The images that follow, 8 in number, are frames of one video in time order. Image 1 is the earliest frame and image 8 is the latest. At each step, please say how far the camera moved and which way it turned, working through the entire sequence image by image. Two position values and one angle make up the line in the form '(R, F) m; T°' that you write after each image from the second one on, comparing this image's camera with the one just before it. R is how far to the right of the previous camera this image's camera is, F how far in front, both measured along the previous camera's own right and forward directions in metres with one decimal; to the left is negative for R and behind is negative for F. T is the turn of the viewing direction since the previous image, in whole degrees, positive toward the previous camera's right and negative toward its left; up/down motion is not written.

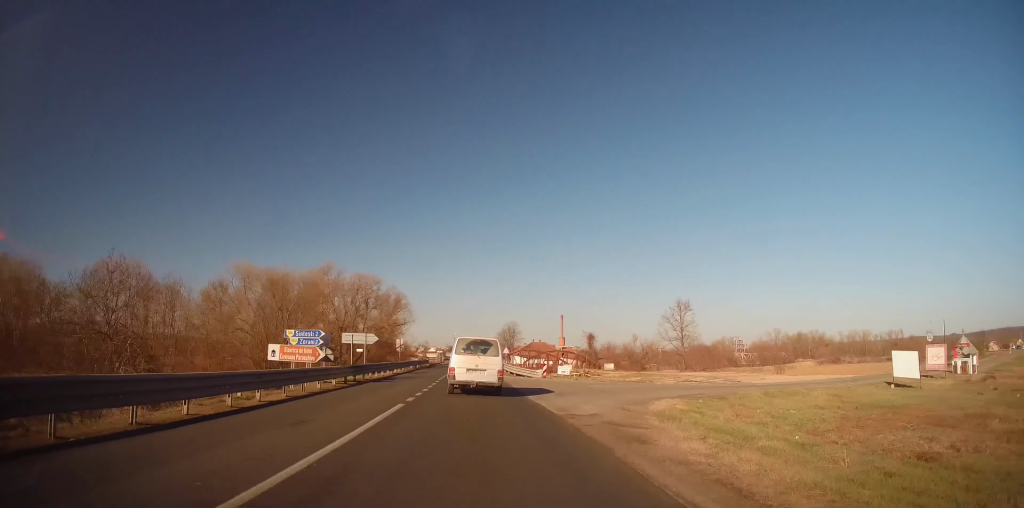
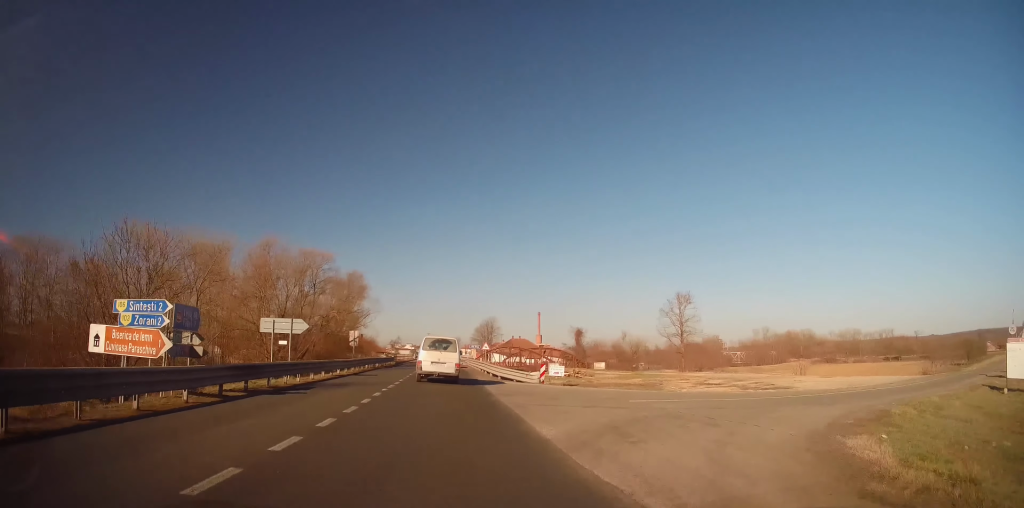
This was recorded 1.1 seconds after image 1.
(+0.1, +11.6) m; 0°
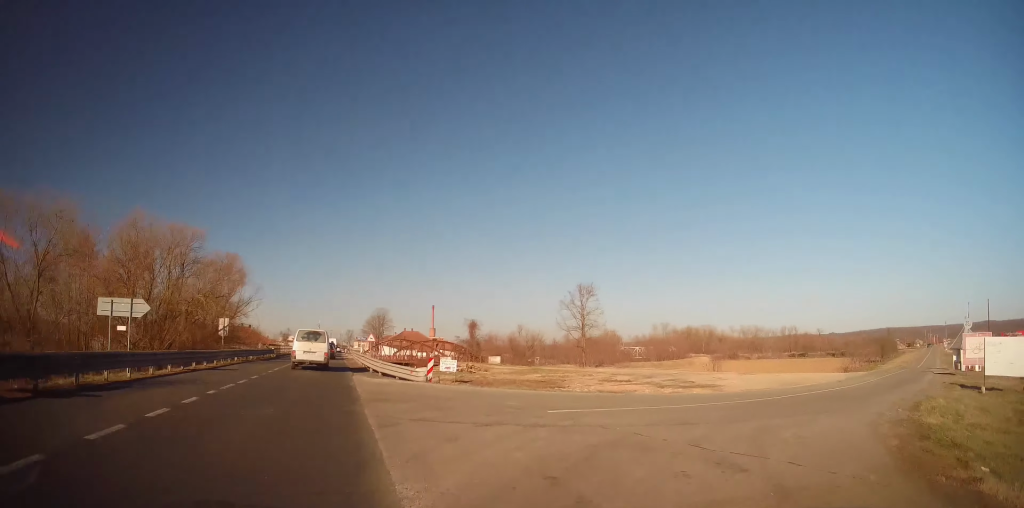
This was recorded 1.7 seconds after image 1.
(-0.4, +5.6) m; +6°
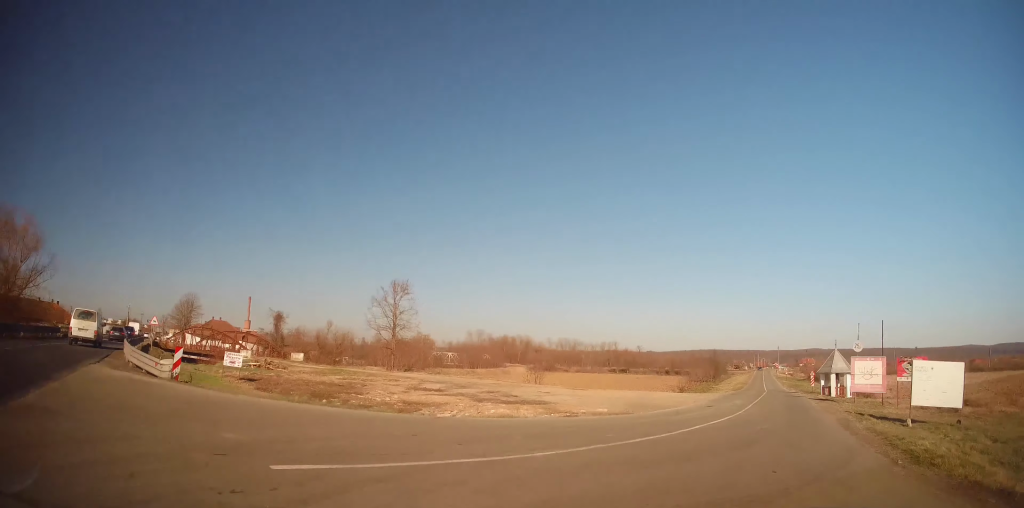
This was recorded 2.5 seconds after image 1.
(+0.8, +6.4) m; +15°
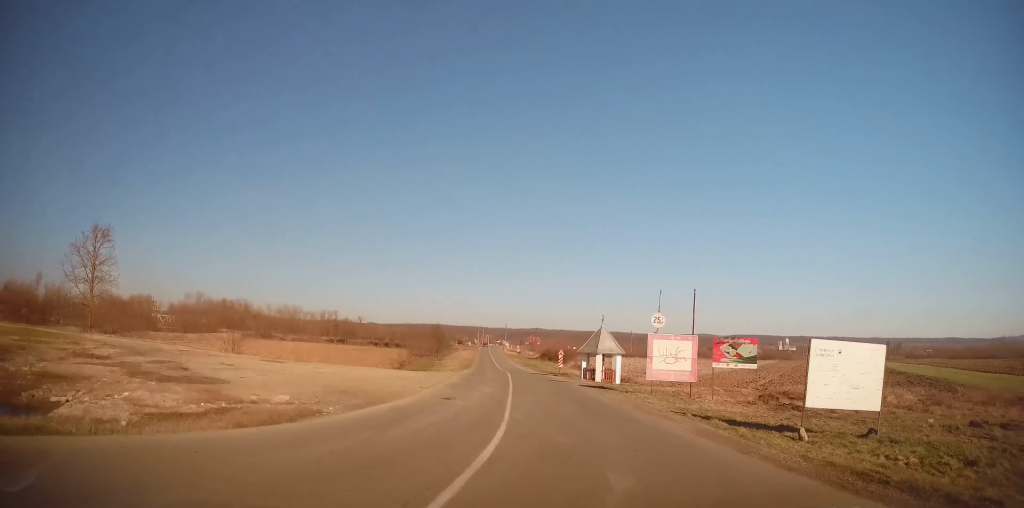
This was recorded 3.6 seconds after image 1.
(+2.1, +8.7) m; +28°
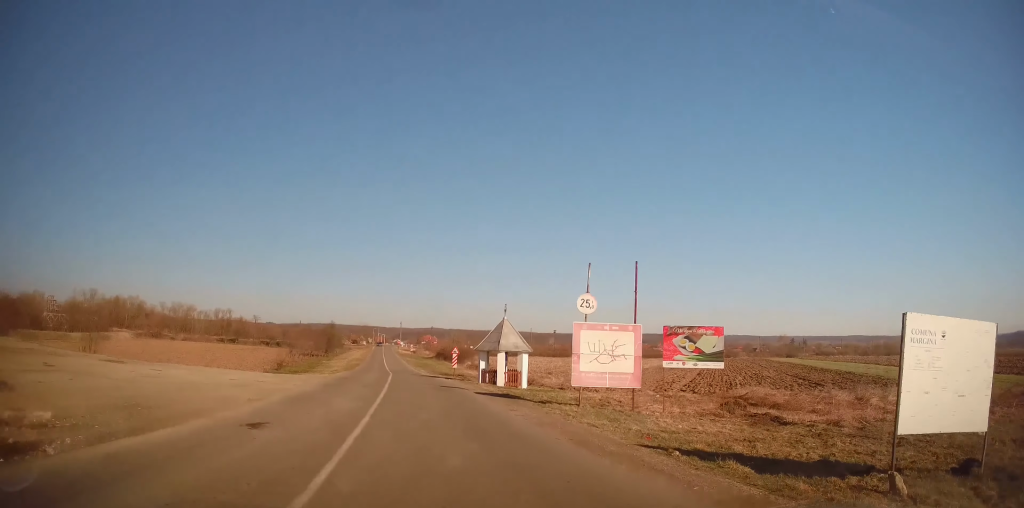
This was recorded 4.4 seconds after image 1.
(+1.0, +5.8) m; +14°
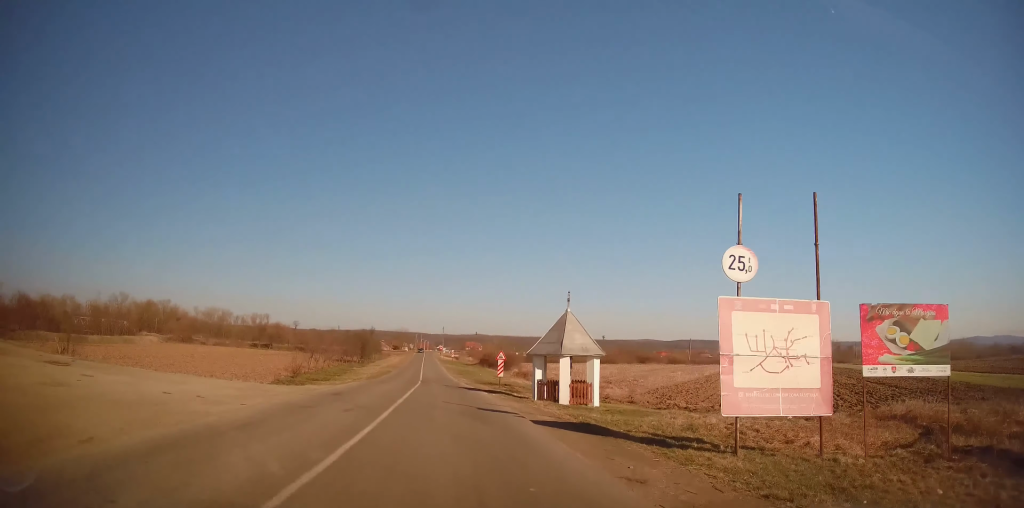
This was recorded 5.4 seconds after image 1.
(+0.9, +7.1) m; +6°
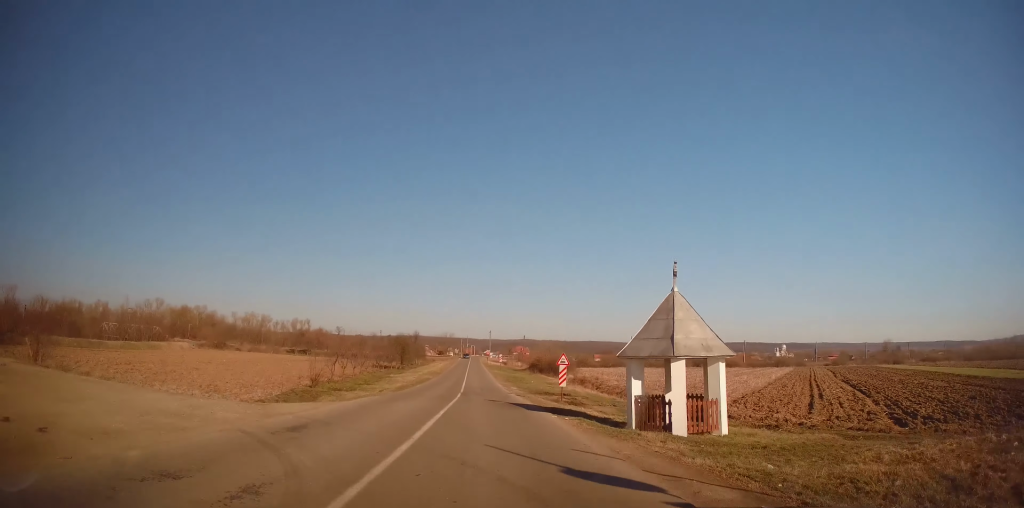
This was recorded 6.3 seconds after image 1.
(-0.2, +6.8) m; -3°
